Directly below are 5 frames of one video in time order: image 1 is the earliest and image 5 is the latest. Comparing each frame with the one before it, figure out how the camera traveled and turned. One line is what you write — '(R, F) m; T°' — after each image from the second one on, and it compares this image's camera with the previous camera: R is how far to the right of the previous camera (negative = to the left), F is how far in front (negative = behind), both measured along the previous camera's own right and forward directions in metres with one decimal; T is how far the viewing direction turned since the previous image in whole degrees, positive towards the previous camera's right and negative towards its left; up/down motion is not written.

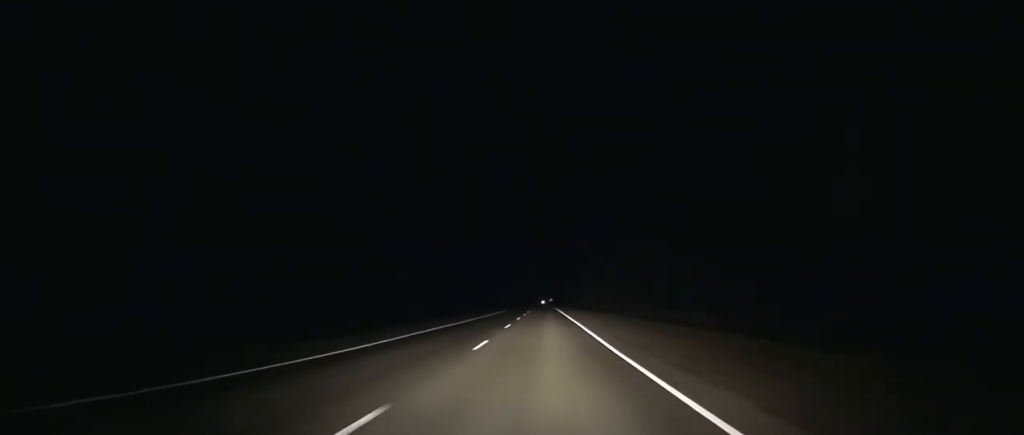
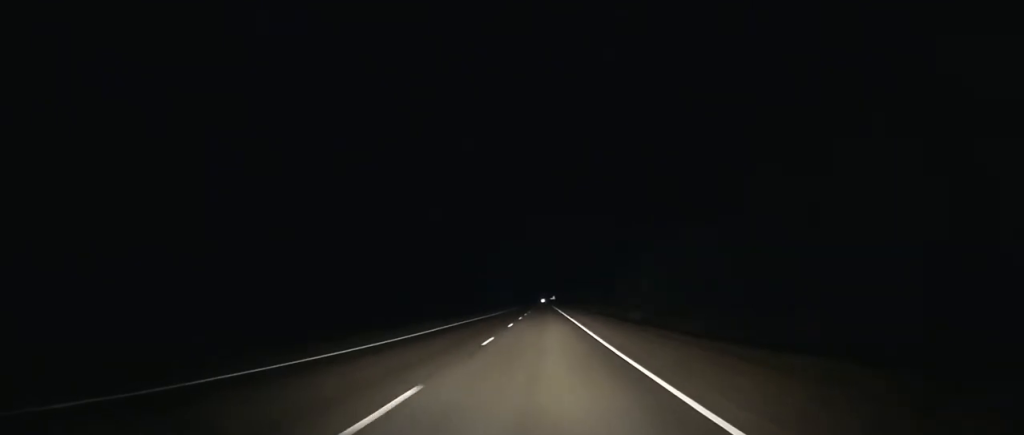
(-0.2, +131.9) m; 0°
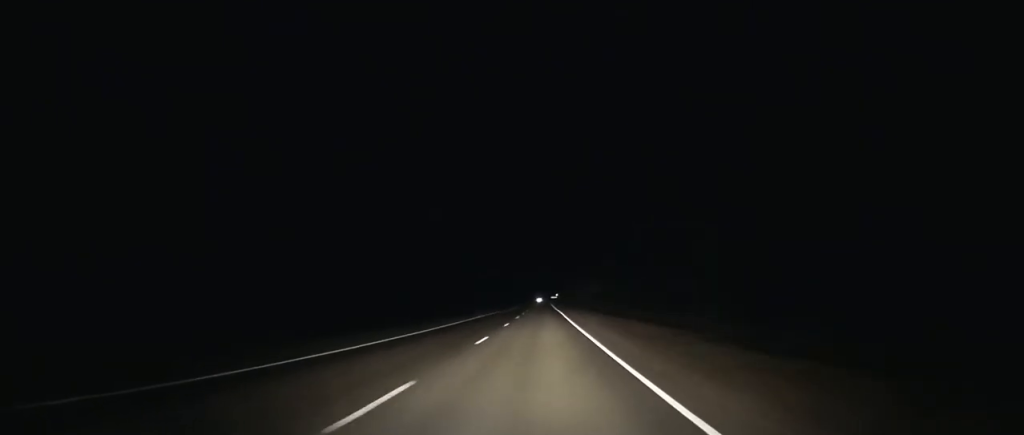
(-0.5, +162.5) m; 0°
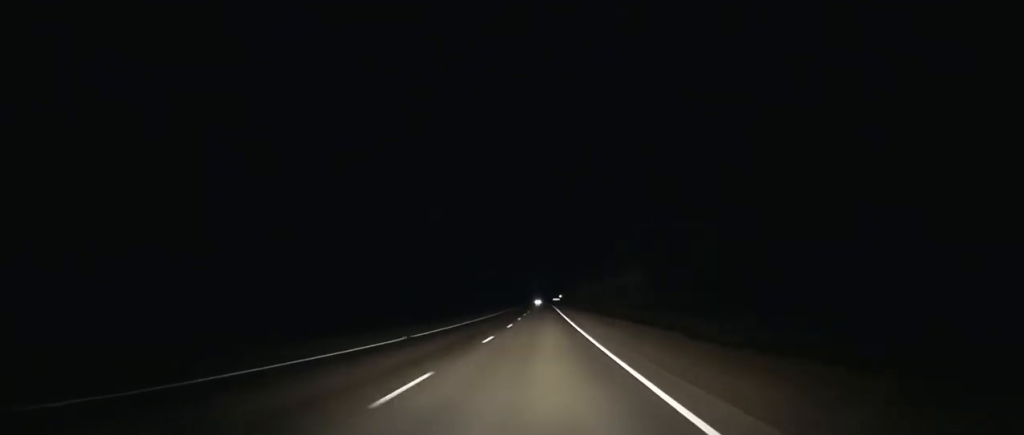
(-0.1, +57.9) m; 0°
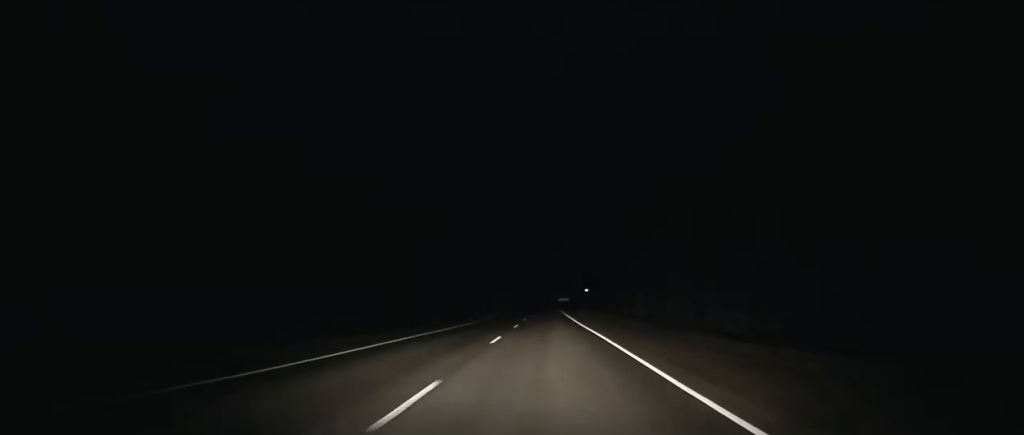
(+0.4, +183.2) m; 0°
